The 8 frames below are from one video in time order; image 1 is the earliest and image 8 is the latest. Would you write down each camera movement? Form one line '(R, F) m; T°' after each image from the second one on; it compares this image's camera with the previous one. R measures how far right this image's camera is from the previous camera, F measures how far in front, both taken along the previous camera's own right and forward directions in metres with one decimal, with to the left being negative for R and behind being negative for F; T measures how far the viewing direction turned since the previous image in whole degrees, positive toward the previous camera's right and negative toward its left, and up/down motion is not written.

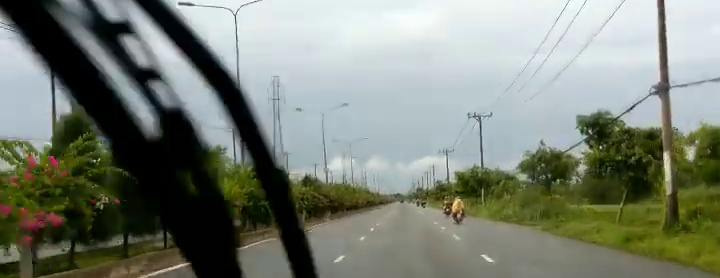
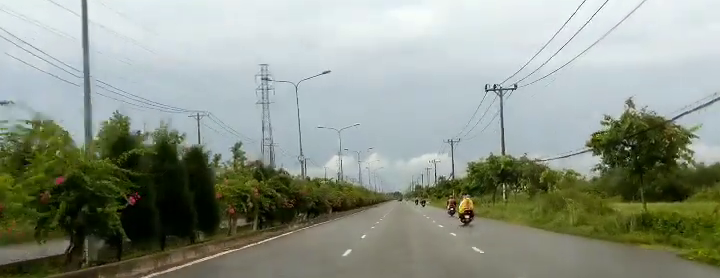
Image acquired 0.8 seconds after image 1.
(+0.5, +16.0) m; -1°
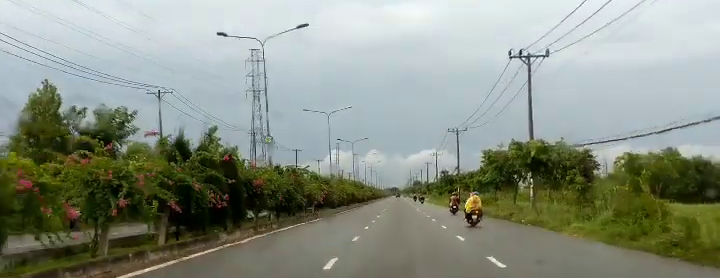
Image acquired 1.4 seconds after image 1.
(-0.6, +12.8) m; -1°
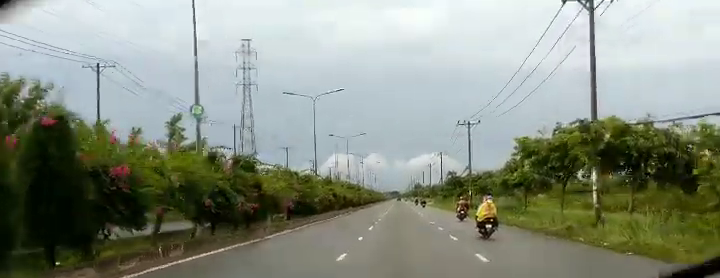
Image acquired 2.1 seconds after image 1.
(0.0, +14.0) m; +2°
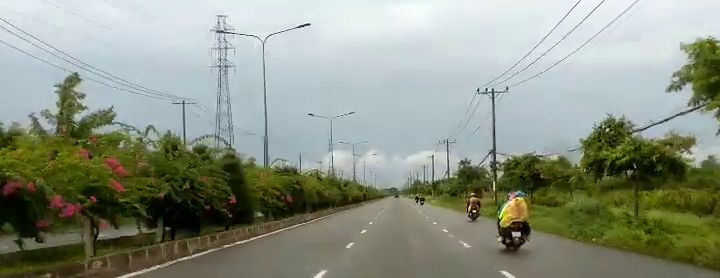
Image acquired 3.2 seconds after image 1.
(+1.0, +21.7) m; +3°
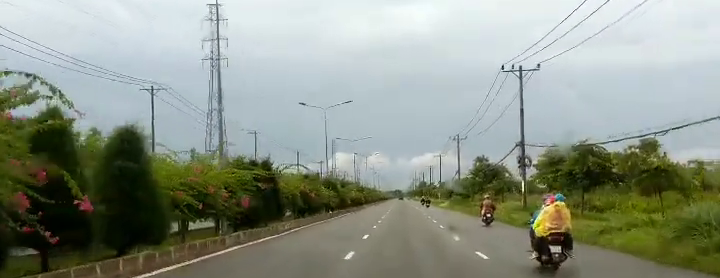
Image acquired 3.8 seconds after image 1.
(+0.5, +11.0) m; 0°
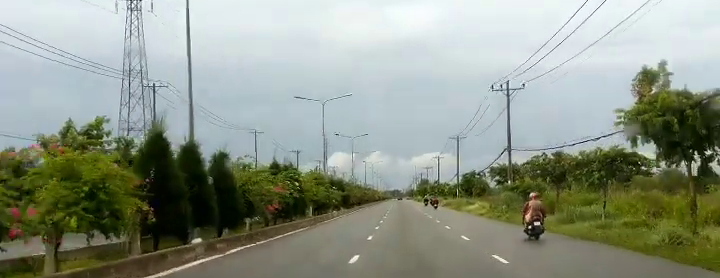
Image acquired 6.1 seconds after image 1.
(-1.4, +44.1) m; -1°
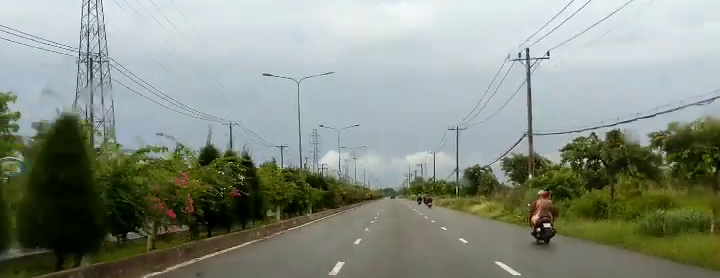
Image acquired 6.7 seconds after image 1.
(-0.1, +11.3) m; 0°
